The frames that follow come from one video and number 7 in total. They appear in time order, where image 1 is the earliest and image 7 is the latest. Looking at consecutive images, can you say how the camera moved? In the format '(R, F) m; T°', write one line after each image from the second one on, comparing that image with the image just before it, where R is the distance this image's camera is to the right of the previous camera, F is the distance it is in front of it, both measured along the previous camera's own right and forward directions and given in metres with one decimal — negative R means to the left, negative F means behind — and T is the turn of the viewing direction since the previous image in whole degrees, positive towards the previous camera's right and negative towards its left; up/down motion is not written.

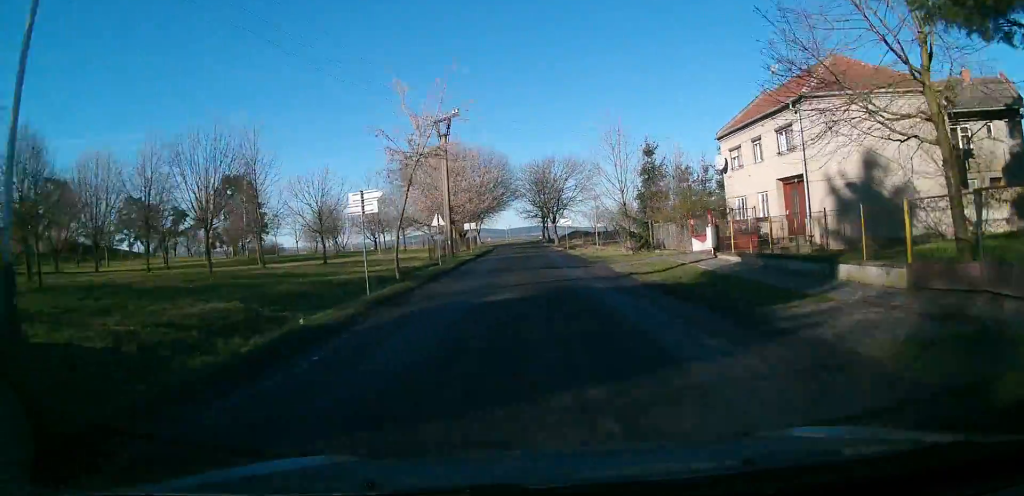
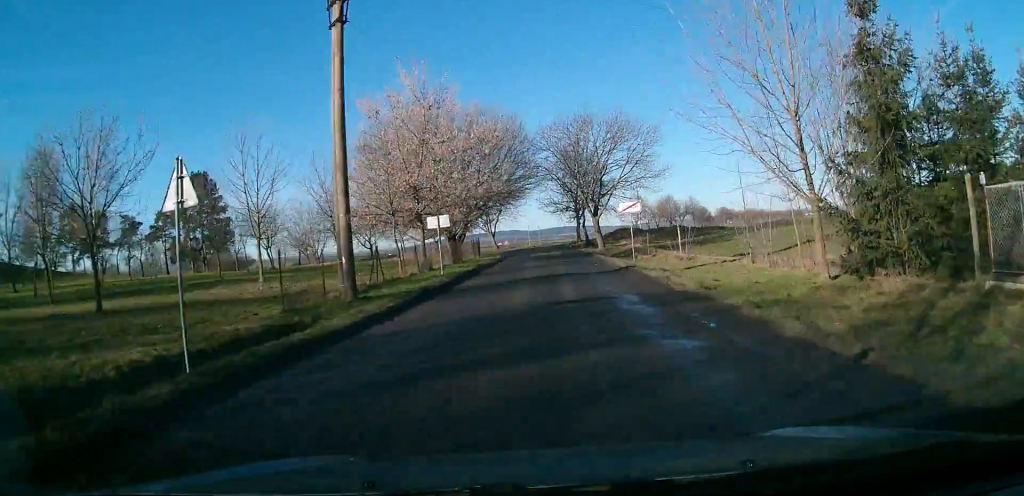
(-0.1, +26.2) m; 0°
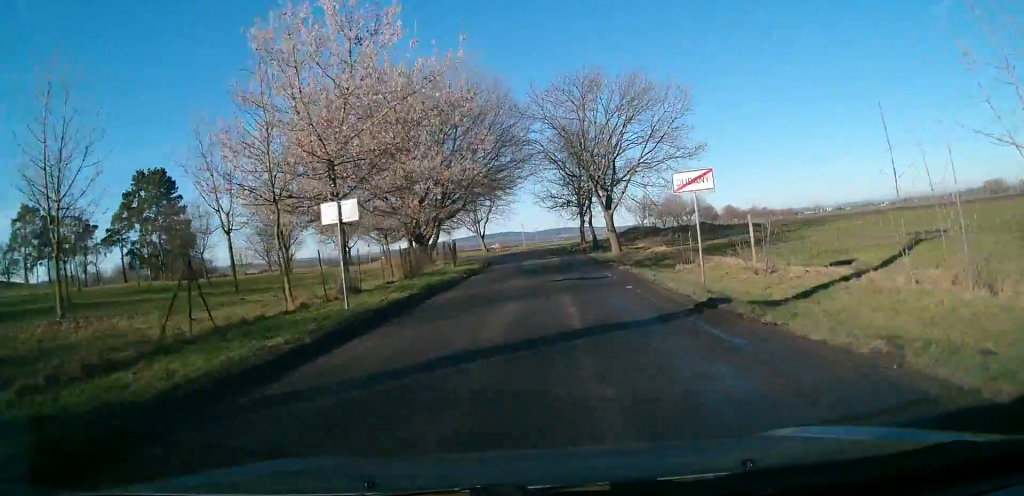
(0.0, +12.1) m; 0°
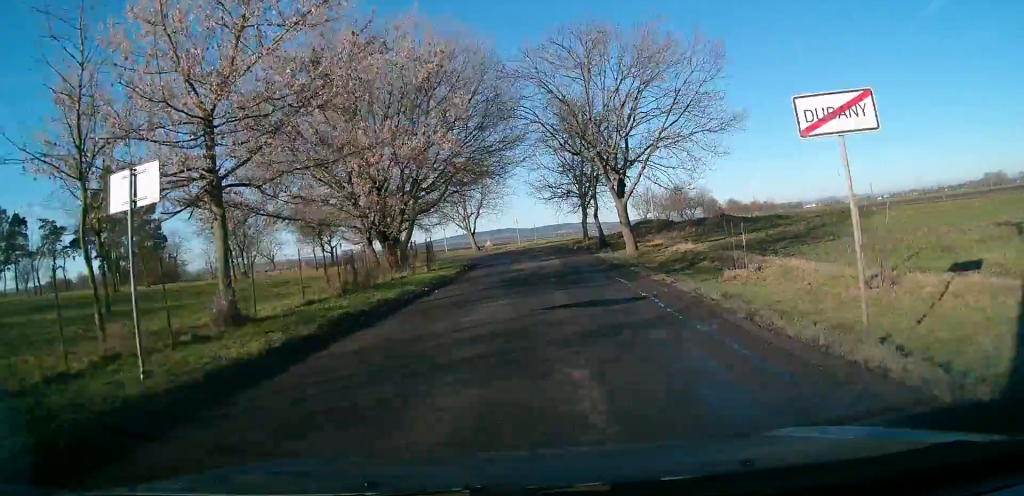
(0.0, +7.4) m; 0°
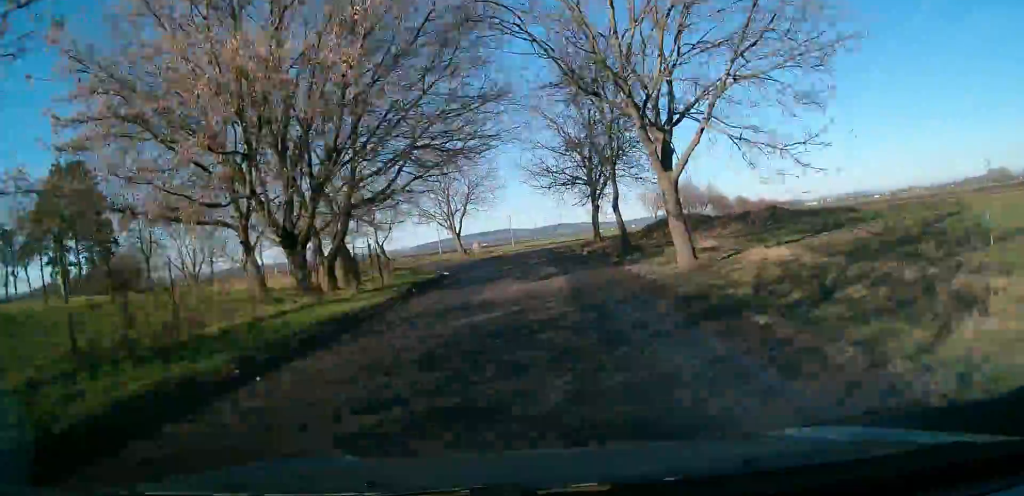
(0.0, +11.4) m; -2°
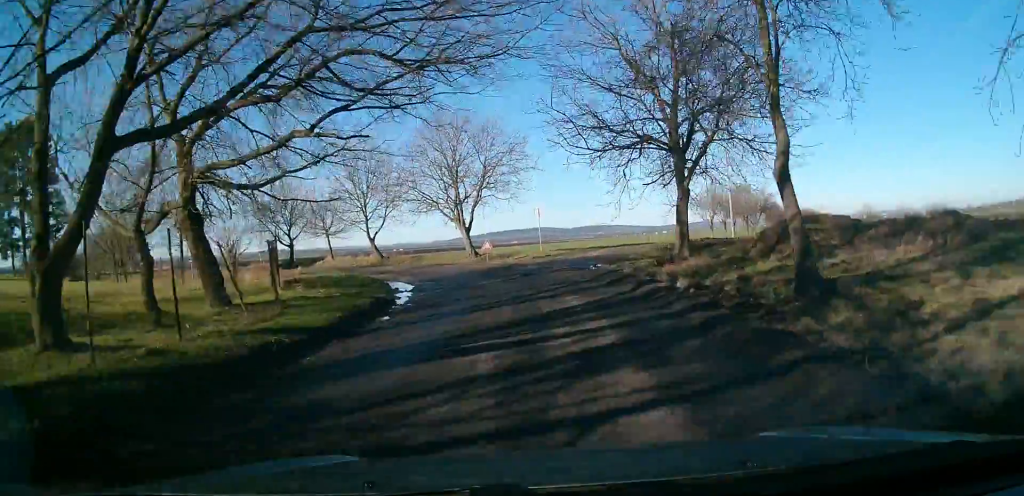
(-0.6, +15.9) m; -6°
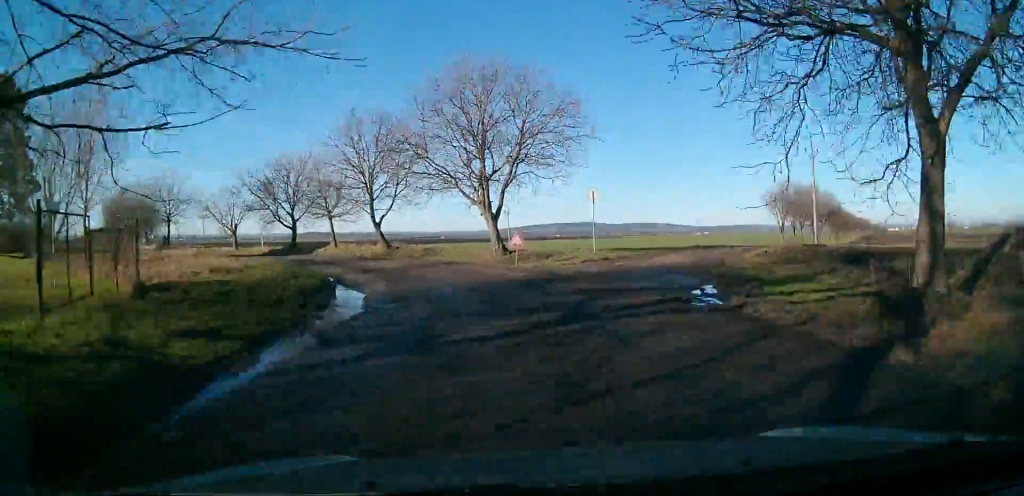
(-0.8, +12.0) m; -4°
